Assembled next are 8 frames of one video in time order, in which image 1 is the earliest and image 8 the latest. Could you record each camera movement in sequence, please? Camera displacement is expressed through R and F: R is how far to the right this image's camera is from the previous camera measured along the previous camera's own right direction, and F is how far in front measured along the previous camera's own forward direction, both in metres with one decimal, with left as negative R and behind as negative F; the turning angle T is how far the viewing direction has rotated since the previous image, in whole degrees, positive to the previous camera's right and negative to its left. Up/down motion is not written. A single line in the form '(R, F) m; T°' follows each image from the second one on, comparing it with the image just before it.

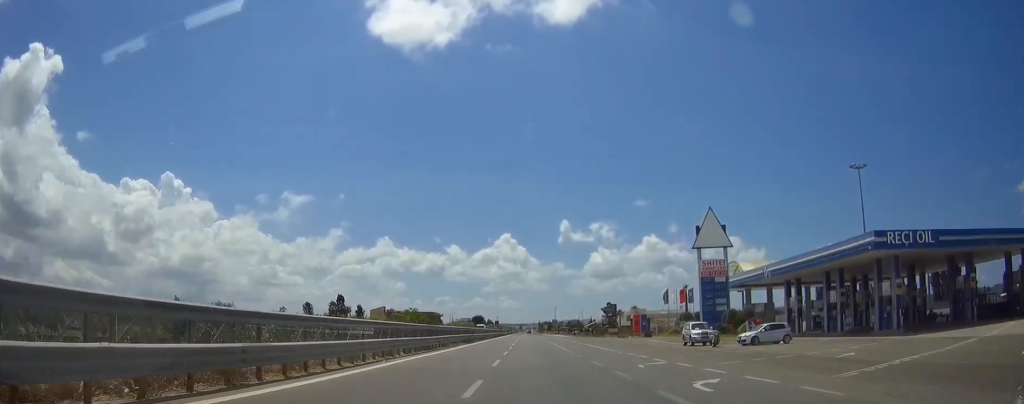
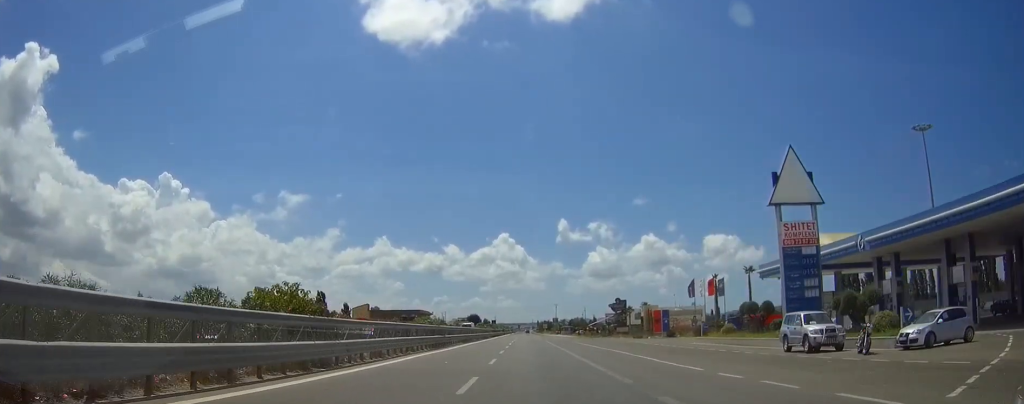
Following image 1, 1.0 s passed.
(+0.1, +23.8) m; 0°
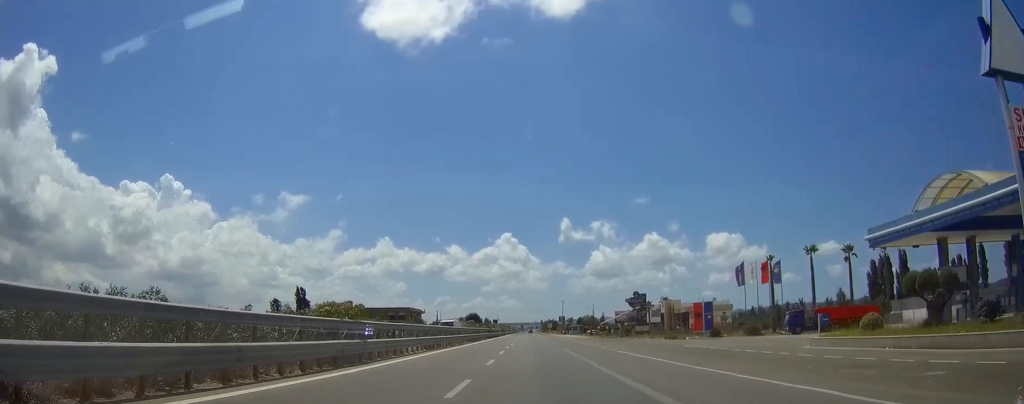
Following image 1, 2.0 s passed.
(-0.1, +25.6) m; 0°
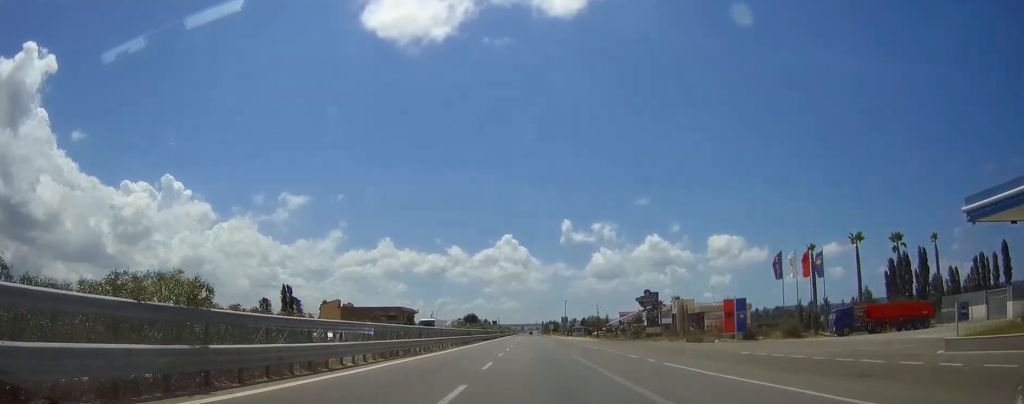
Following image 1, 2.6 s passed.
(0.0, +13.4) m; 0°
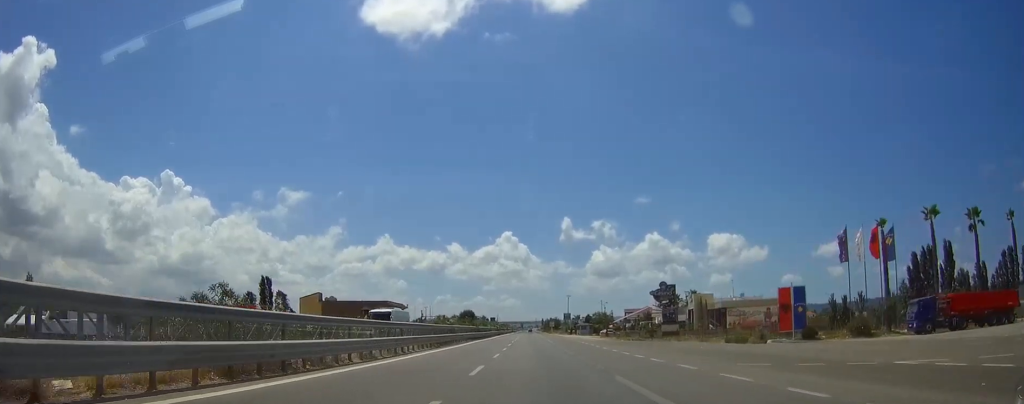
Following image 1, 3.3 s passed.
(-0.1, +16.5) m; 0°
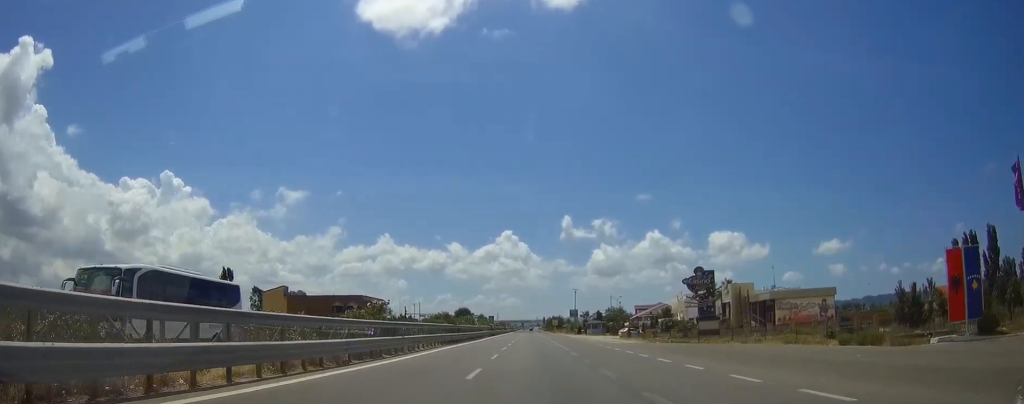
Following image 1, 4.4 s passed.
(-0.1, +24.9) m; 0°
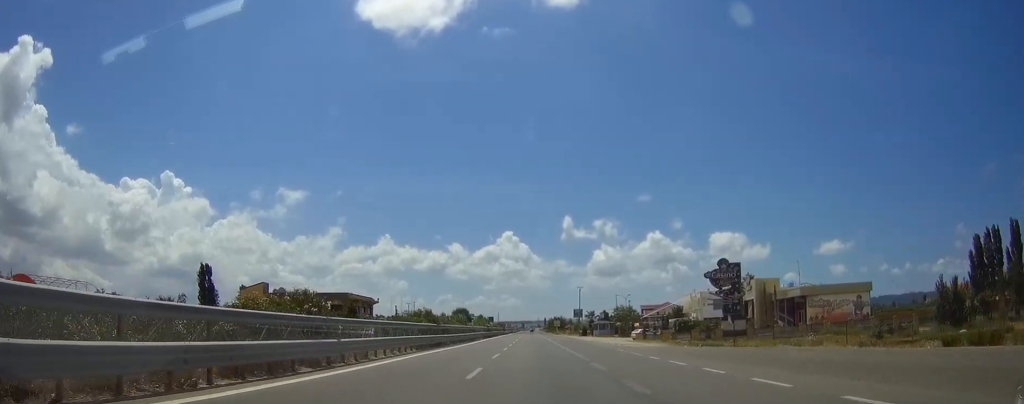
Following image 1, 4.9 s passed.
(0.0, +11.6) m; 0°
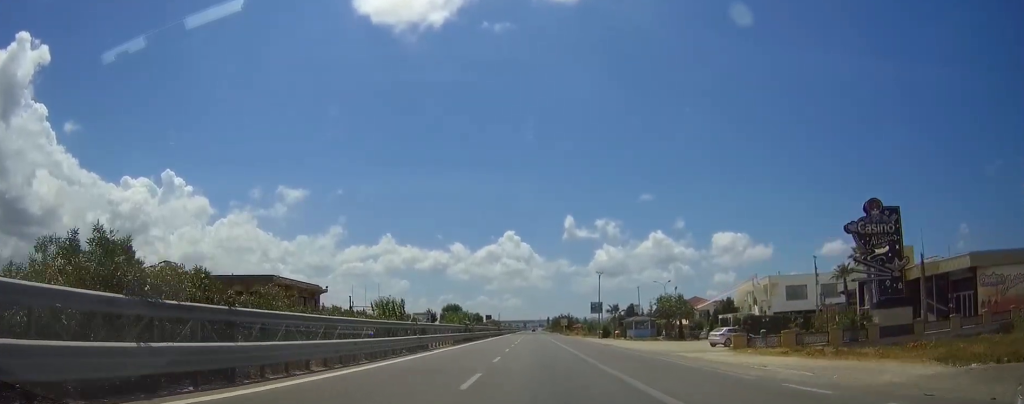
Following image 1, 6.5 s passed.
(+0.1, +37.7) m; 0°
